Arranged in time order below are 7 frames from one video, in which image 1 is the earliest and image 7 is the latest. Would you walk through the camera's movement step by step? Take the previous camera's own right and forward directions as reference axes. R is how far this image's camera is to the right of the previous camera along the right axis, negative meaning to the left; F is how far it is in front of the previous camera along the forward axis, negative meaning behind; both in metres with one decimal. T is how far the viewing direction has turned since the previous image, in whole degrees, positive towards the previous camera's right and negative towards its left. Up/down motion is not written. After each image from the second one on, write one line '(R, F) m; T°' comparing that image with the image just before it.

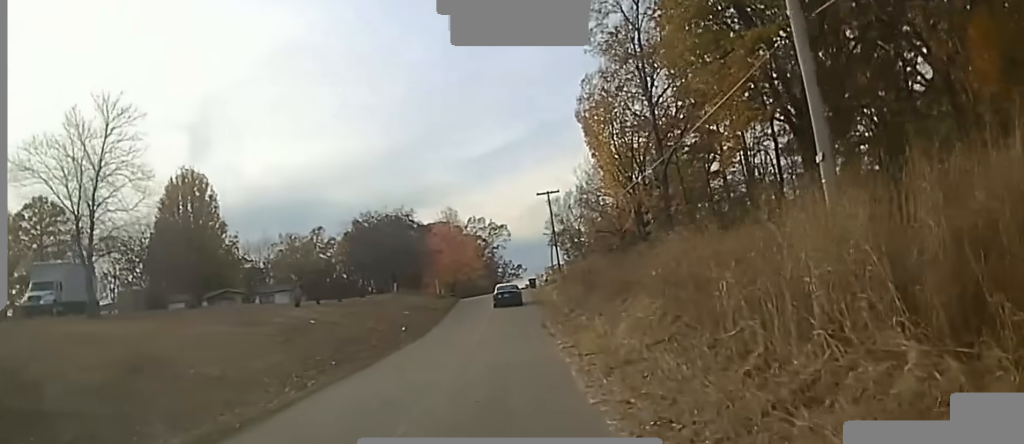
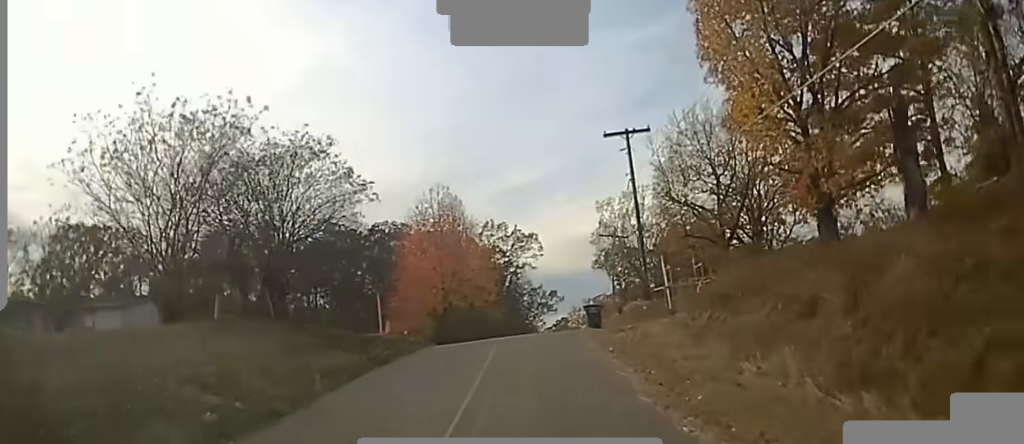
(-0.9, +46.0) m; 0°
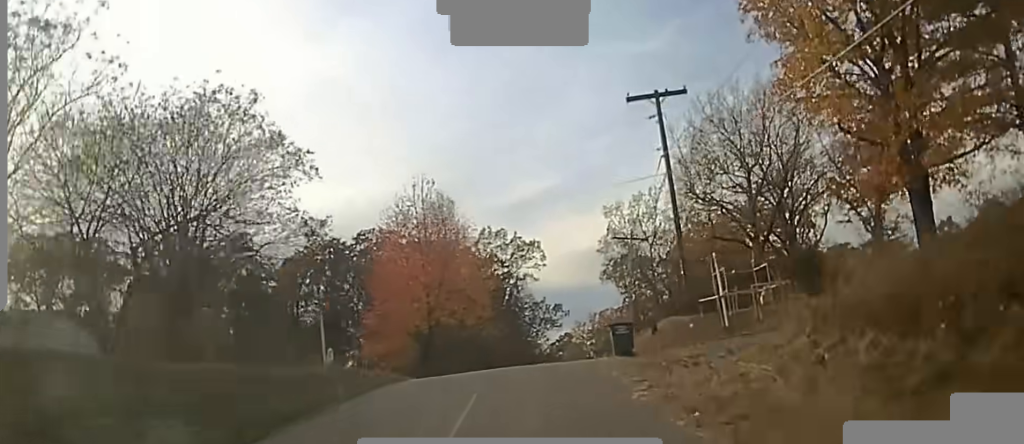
(+0.2, +10.7) m; 0°
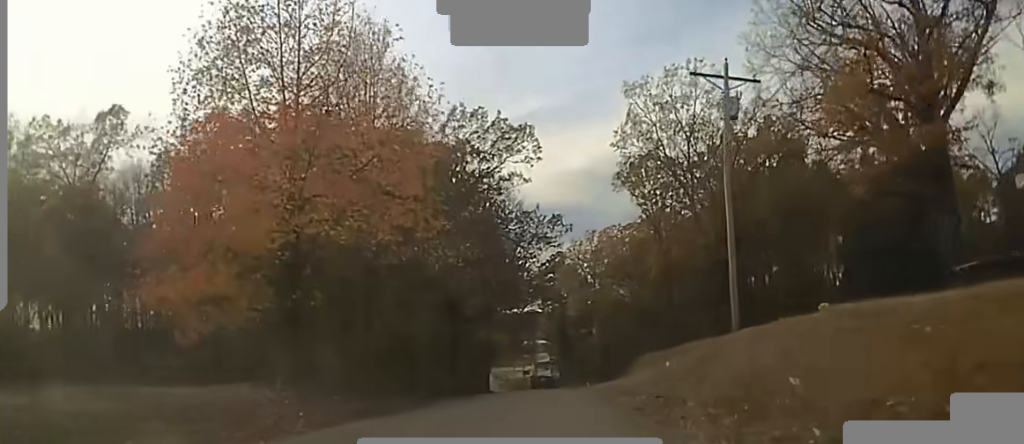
(-0.3, +28.7) m; -1°
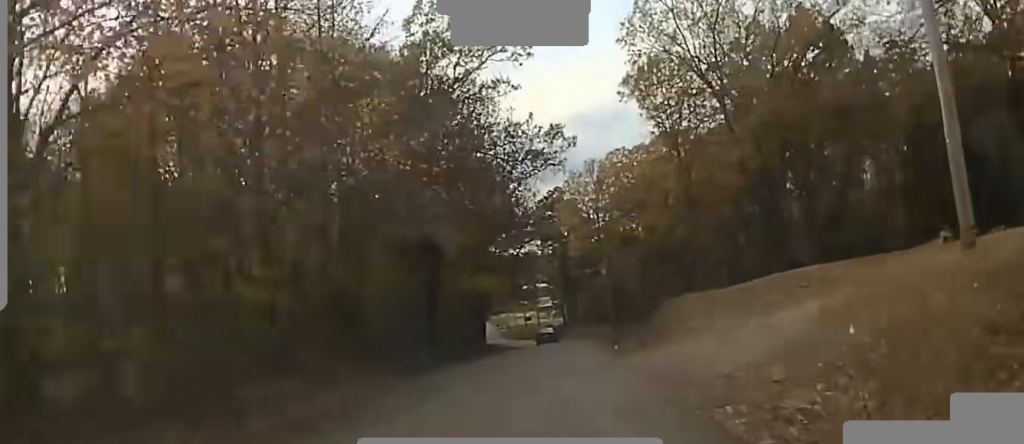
(0.0, +16.4) m; 0°
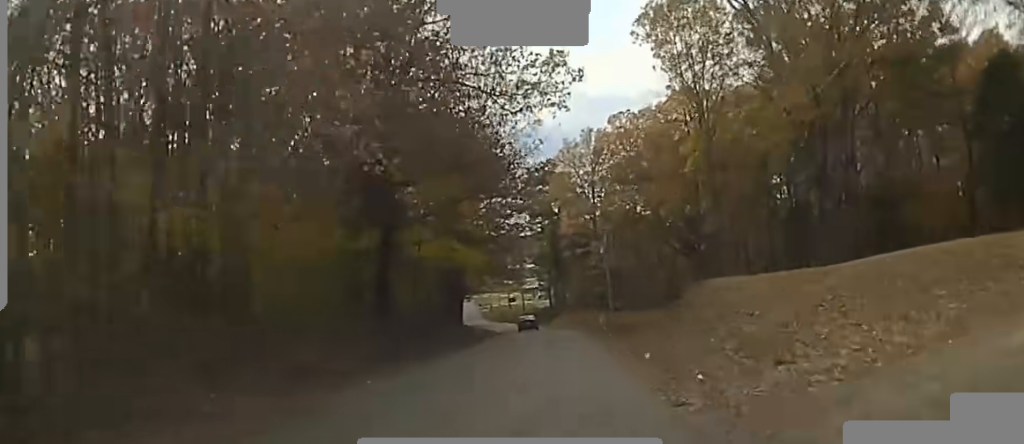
(0.0, +13.8) m; 0°
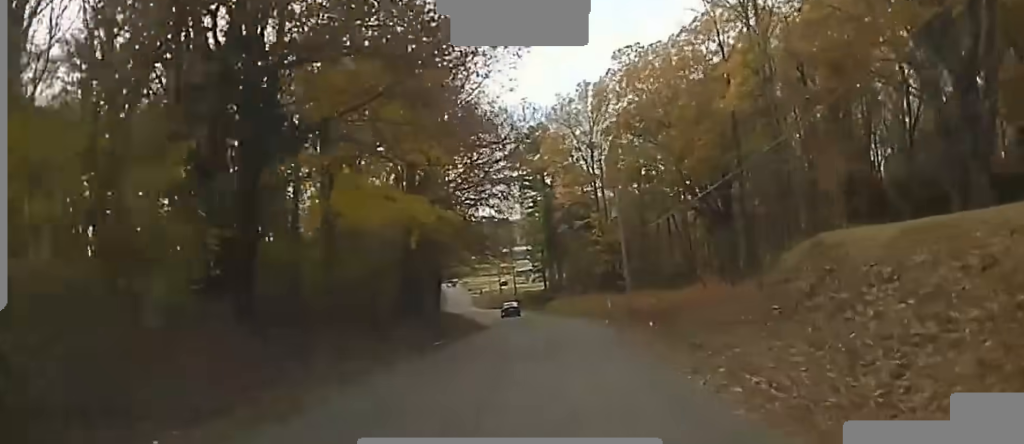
(0.0, +18.3) m; 0°
